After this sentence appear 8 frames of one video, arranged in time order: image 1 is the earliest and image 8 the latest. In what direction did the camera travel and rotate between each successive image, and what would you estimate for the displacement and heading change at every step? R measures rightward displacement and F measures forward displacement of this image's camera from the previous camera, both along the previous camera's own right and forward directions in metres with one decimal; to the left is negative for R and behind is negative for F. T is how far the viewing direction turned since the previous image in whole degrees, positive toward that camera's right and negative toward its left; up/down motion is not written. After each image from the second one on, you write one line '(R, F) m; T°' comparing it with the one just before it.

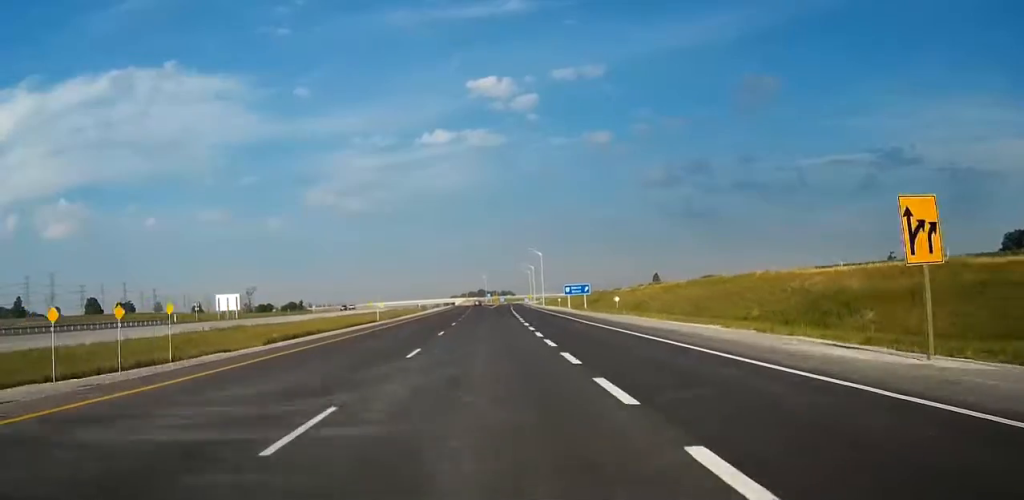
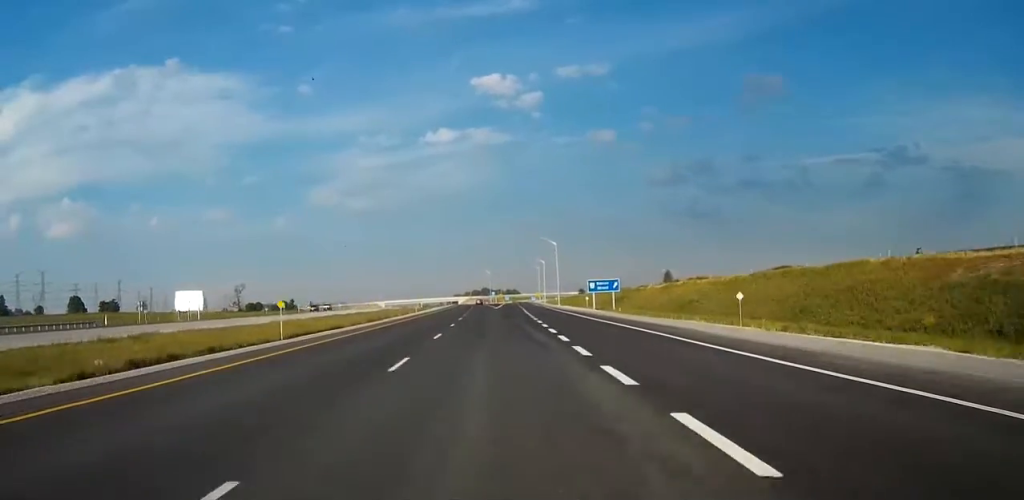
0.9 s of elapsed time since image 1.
(0.0, +28.0) m; 0°
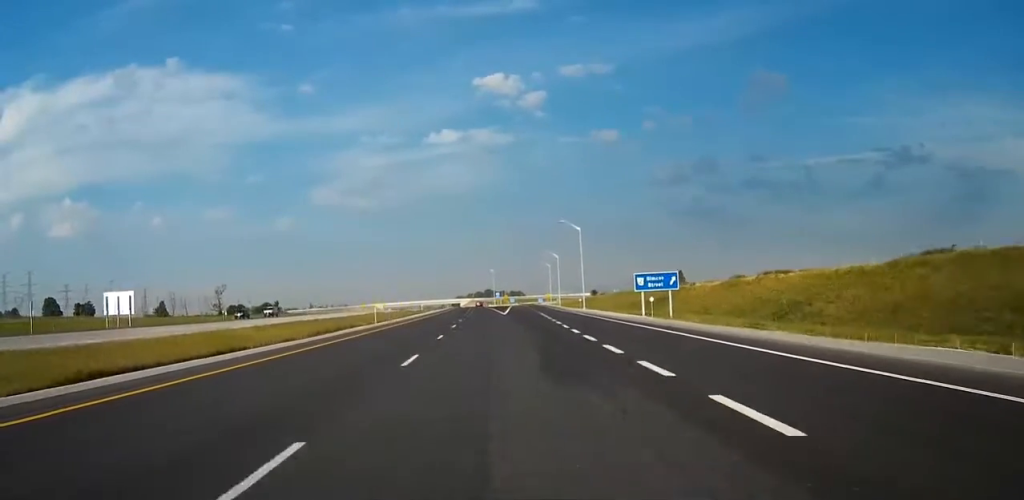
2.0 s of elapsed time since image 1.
(-0.1, +34.2) m; 0°
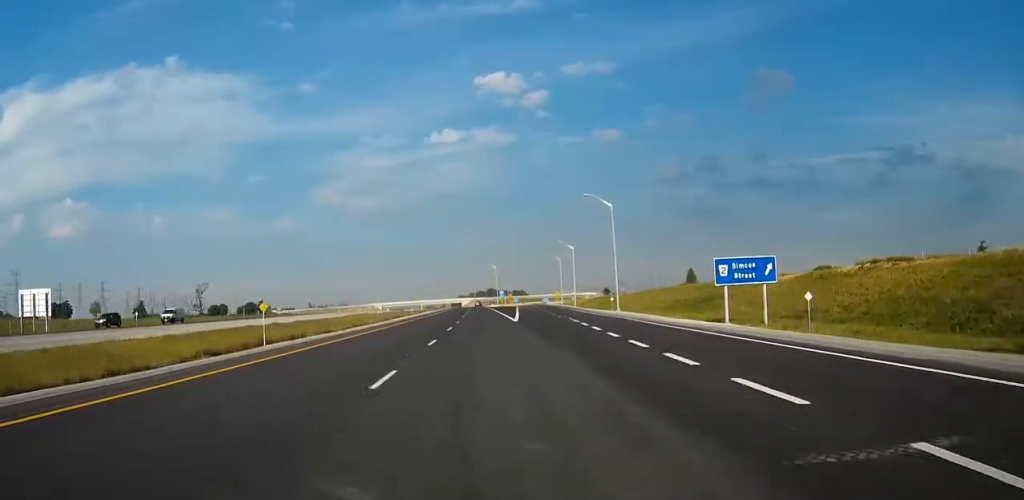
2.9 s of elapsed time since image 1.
(0.0, +27.9) m; 0°
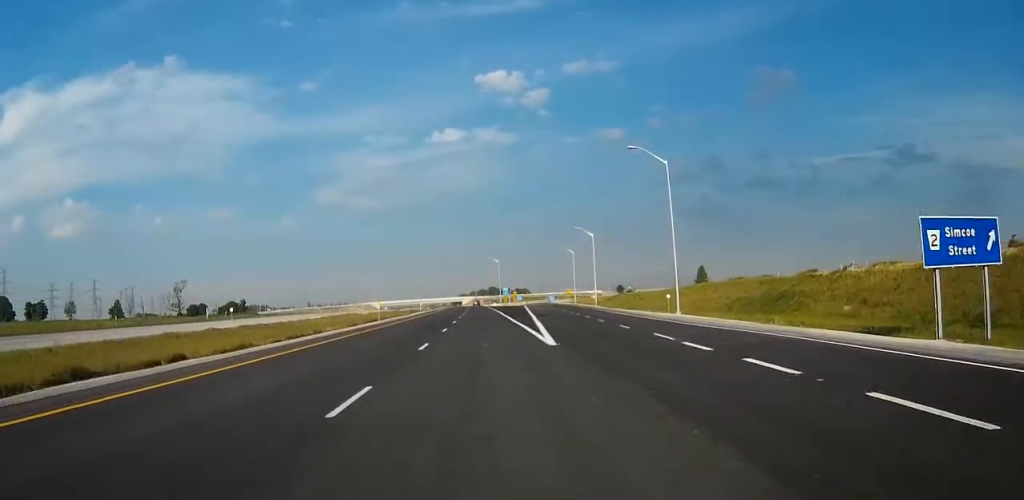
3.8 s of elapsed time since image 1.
(-0.2, +26.8) m; 0°
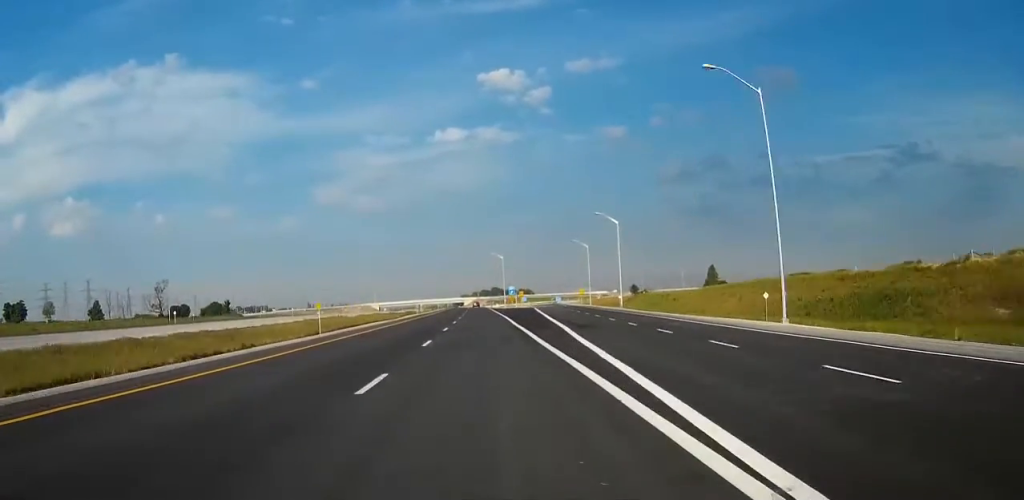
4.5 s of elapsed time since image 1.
(0.0, +21.7) m; 0°
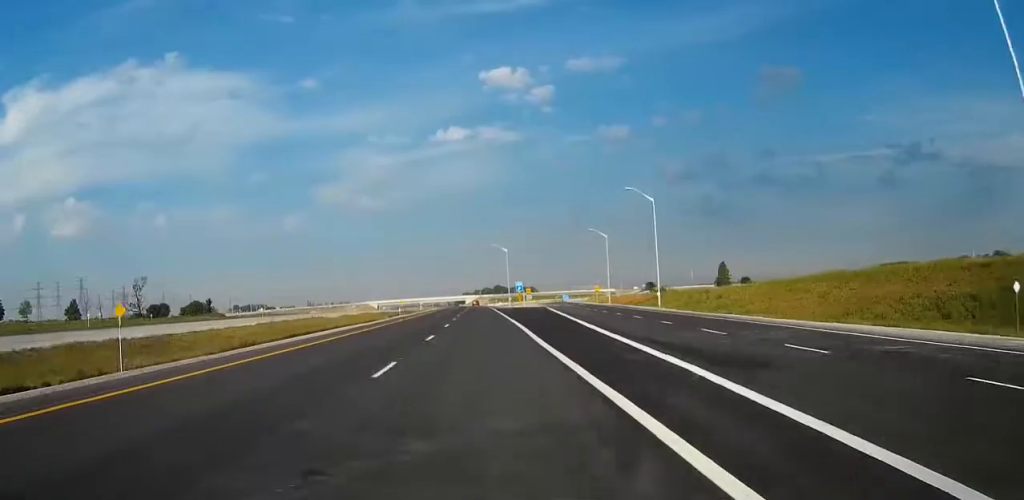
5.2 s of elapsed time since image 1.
(0.0, +21.6) m; 0°
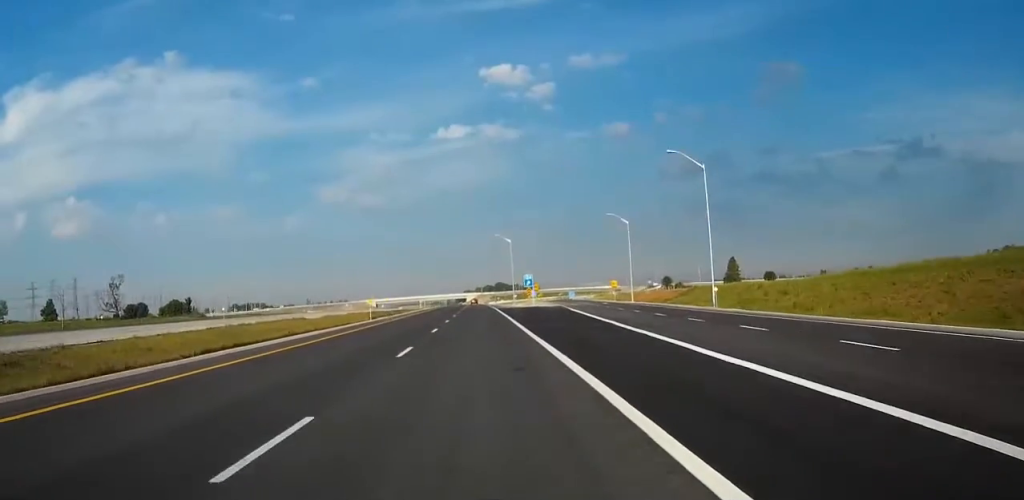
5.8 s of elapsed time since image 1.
(0.0, +19.6) m; 0°
